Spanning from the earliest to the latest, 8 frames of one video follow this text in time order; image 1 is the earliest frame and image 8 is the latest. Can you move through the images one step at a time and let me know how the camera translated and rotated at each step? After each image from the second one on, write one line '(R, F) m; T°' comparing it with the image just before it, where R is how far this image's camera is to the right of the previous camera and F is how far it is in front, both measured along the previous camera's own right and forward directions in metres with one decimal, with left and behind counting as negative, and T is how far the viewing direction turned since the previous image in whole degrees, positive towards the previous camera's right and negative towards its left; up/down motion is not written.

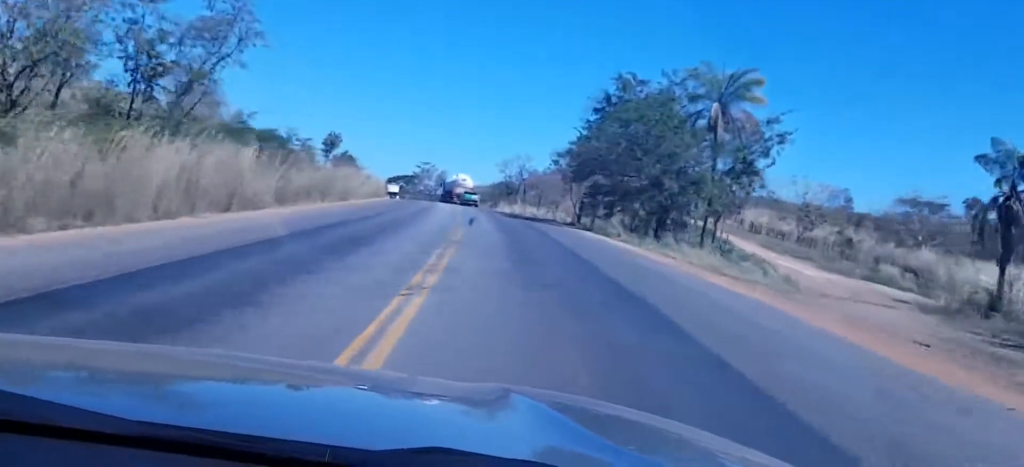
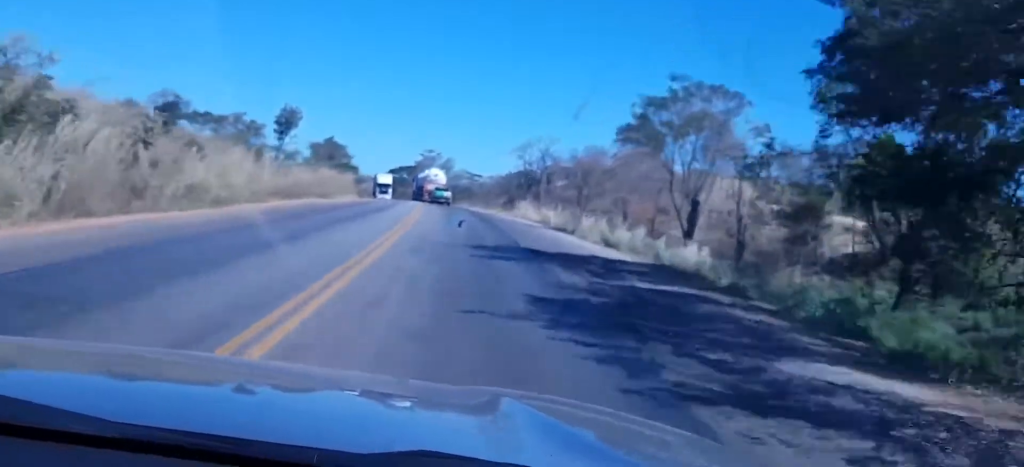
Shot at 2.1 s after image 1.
(-1.3, +47.6) m; -3°
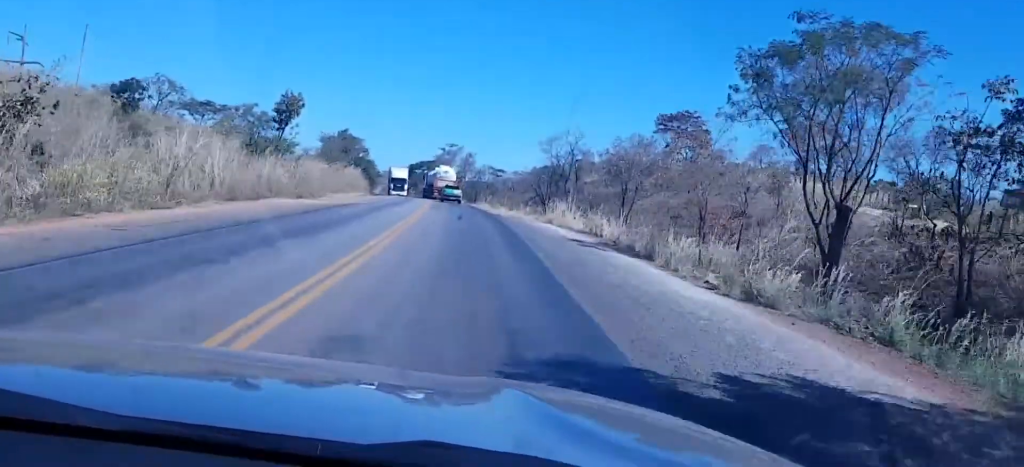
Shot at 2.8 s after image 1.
(+0.3, +15.5) m; -1°
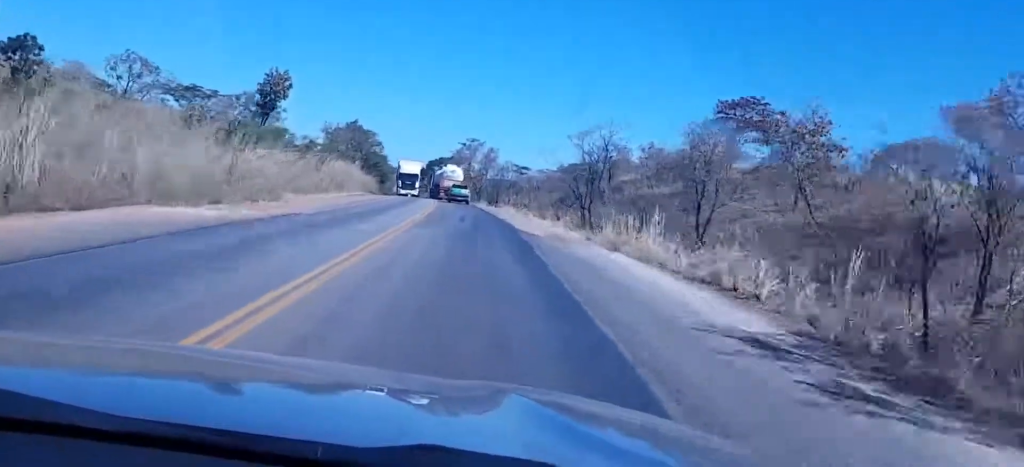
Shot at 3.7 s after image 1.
(-0.5, +20.0) m; -2°
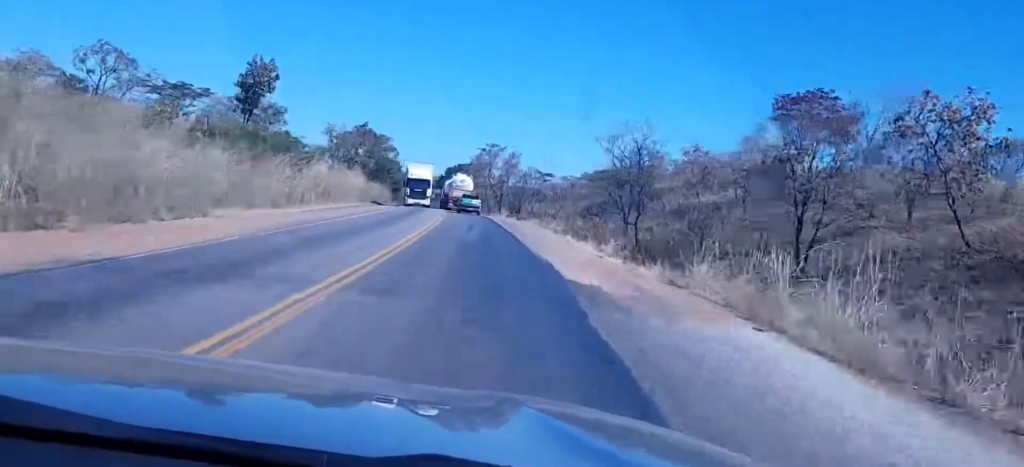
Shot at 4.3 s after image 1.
(-0.3, +14.6) m; -1°
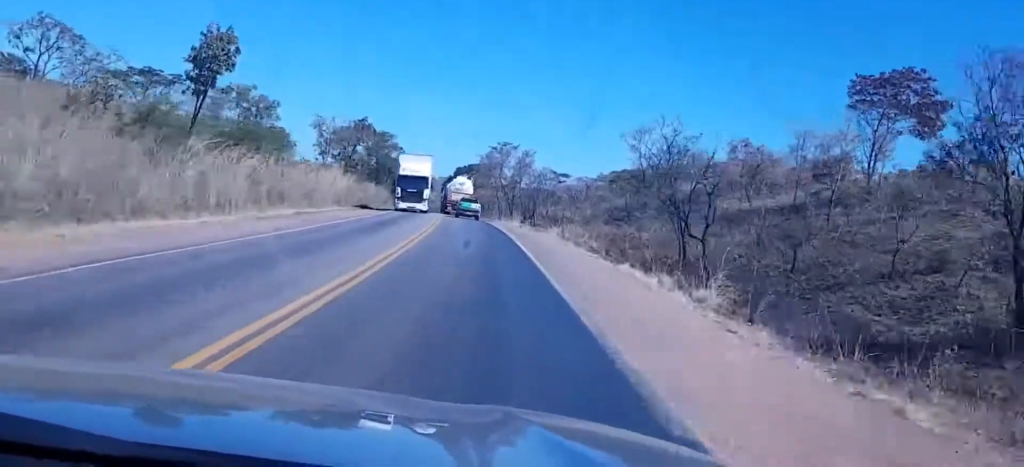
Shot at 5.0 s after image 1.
(+0.4, +15.4) m; -1°
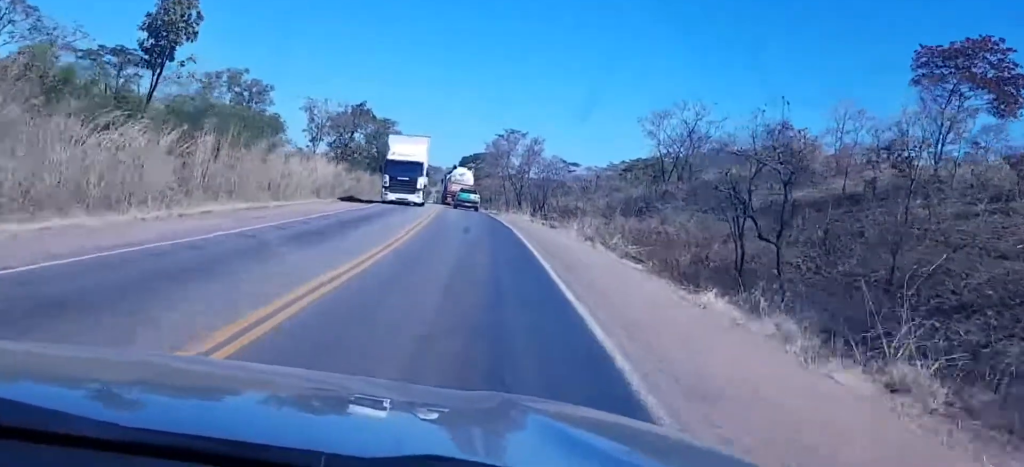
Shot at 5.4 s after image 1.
(-0.2, +9.8) m; -1°
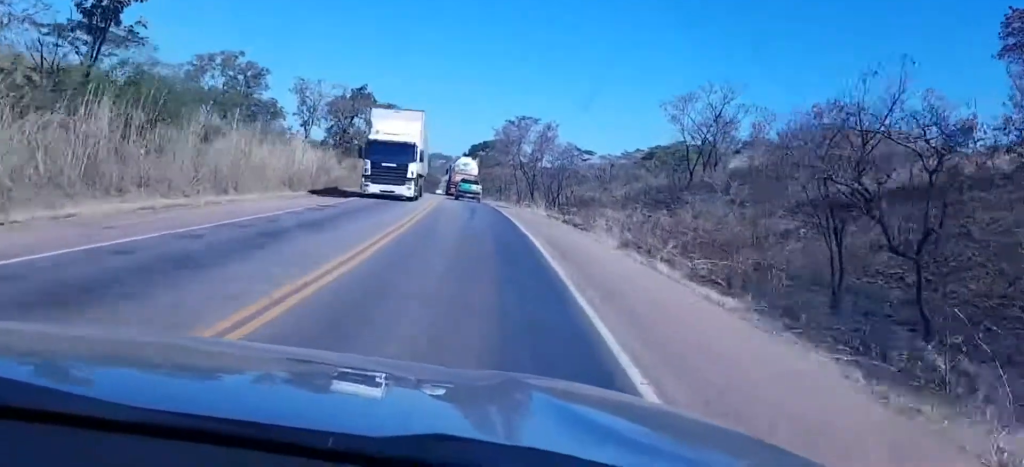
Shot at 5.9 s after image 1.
(-0.3, +9.7) m; -1°
